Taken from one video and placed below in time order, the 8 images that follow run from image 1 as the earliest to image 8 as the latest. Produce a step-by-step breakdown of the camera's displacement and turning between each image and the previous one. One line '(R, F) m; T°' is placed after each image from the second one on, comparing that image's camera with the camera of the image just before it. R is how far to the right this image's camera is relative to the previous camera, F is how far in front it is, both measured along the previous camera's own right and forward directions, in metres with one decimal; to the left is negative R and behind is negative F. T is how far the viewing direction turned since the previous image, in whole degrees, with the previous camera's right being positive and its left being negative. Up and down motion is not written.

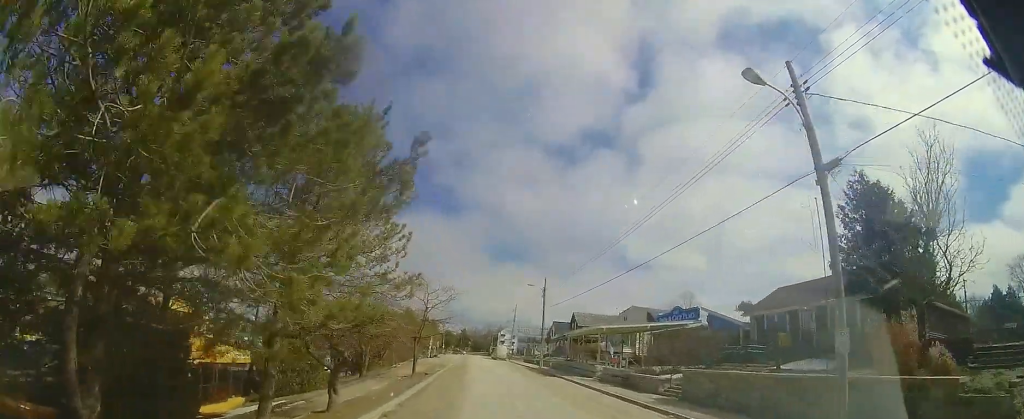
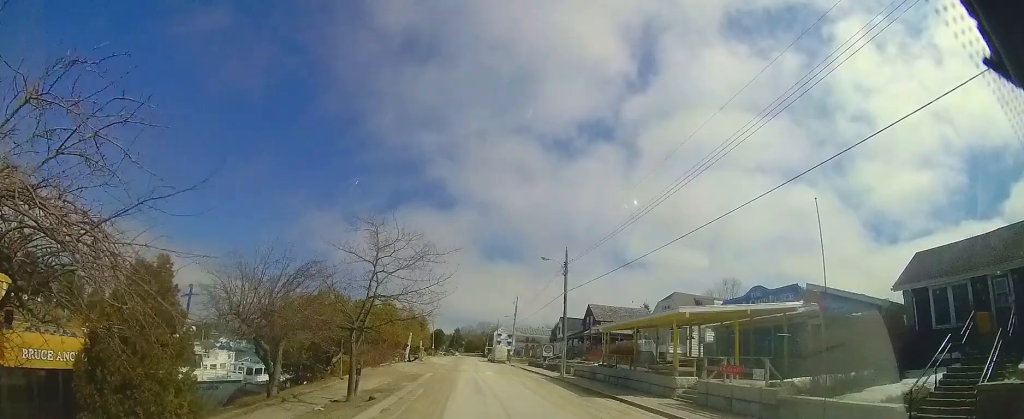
(-0.2, +11.5) m; 0°
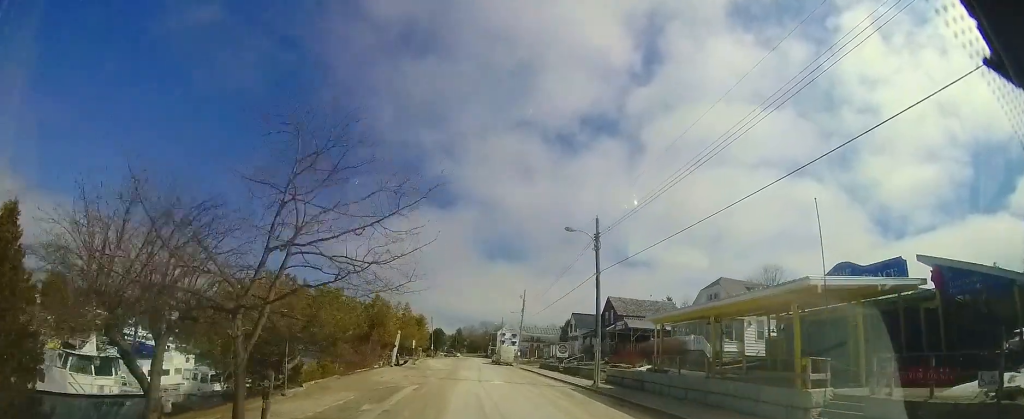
(+0.1, +6.8) m; +1°
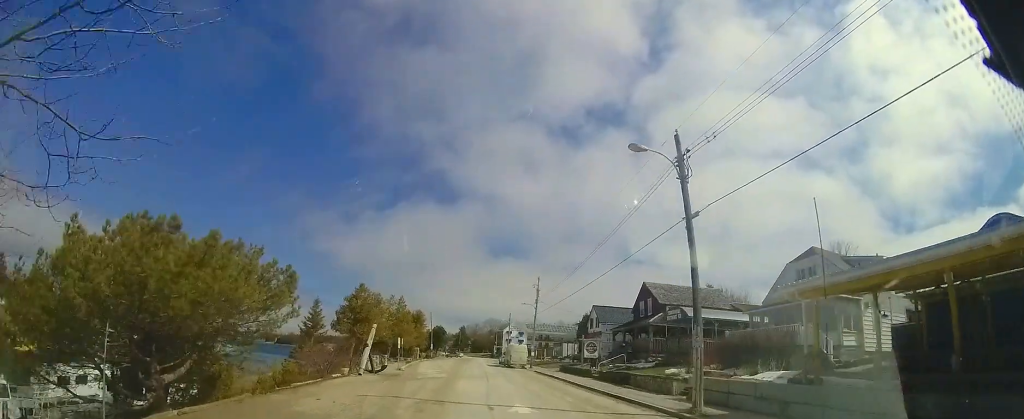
(0.0, +8.6) m; -1°
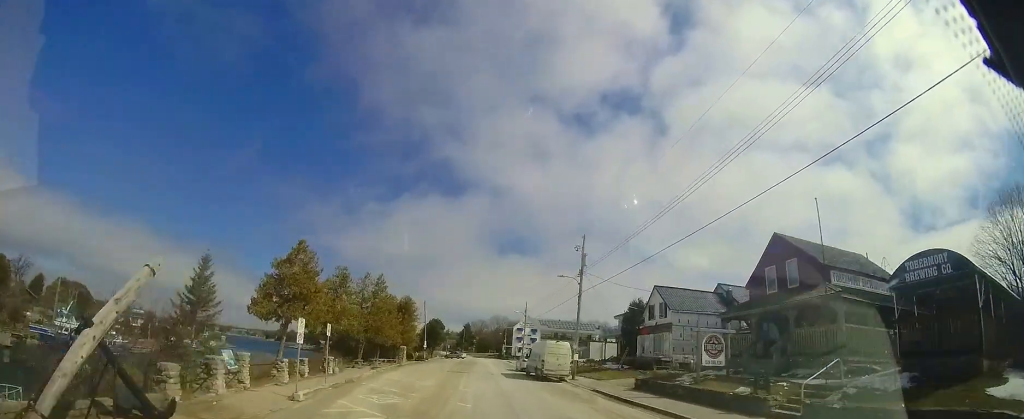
(-0.1, +15.9) m; +2°
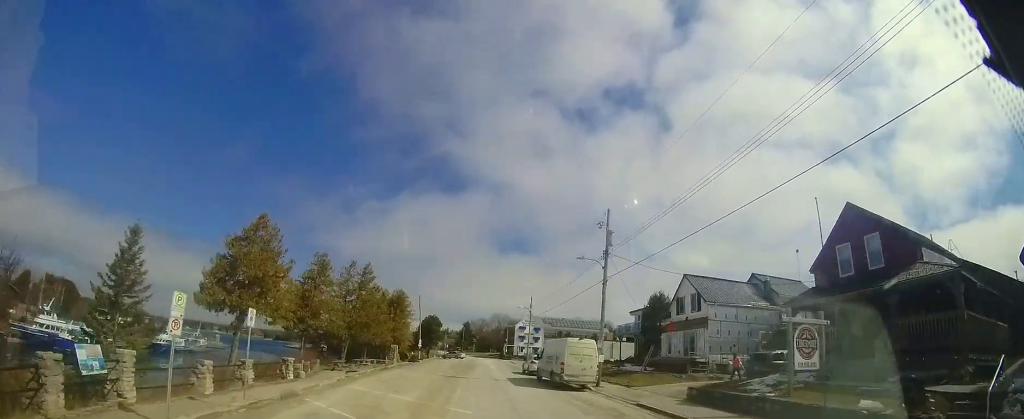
(+0.2, +5.0) m; +1°
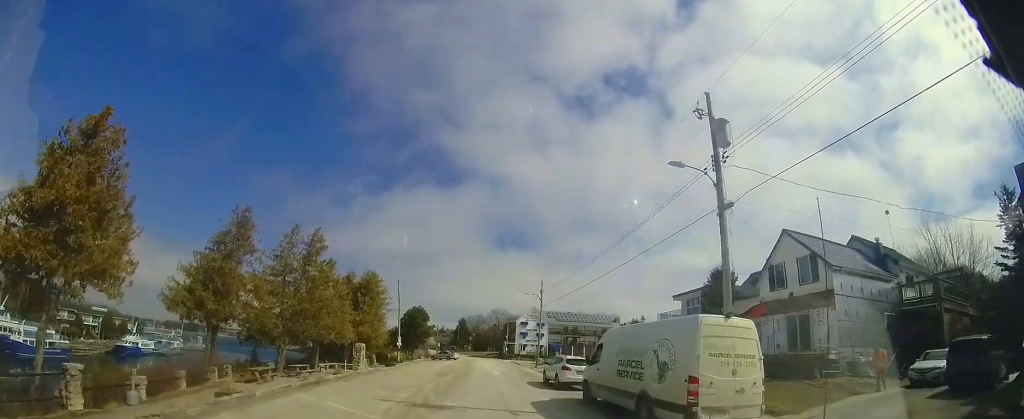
(-0.2, +10.9) m; -4°
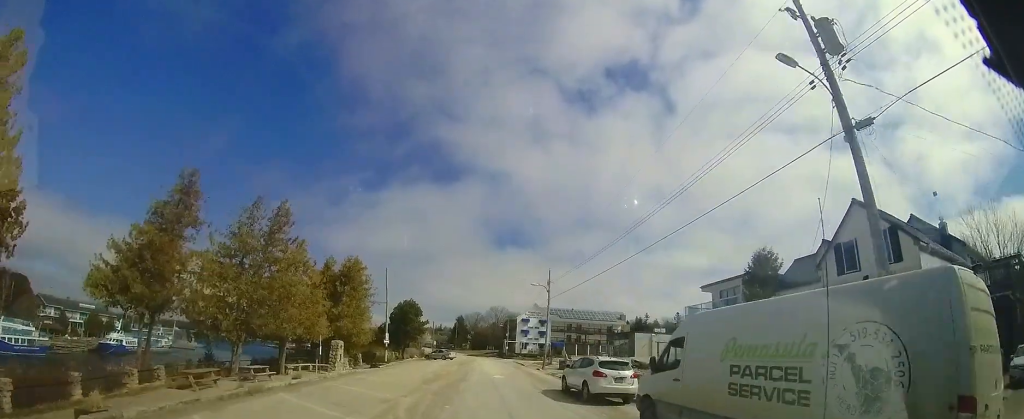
(-0.2, +4.8) m; 0°
